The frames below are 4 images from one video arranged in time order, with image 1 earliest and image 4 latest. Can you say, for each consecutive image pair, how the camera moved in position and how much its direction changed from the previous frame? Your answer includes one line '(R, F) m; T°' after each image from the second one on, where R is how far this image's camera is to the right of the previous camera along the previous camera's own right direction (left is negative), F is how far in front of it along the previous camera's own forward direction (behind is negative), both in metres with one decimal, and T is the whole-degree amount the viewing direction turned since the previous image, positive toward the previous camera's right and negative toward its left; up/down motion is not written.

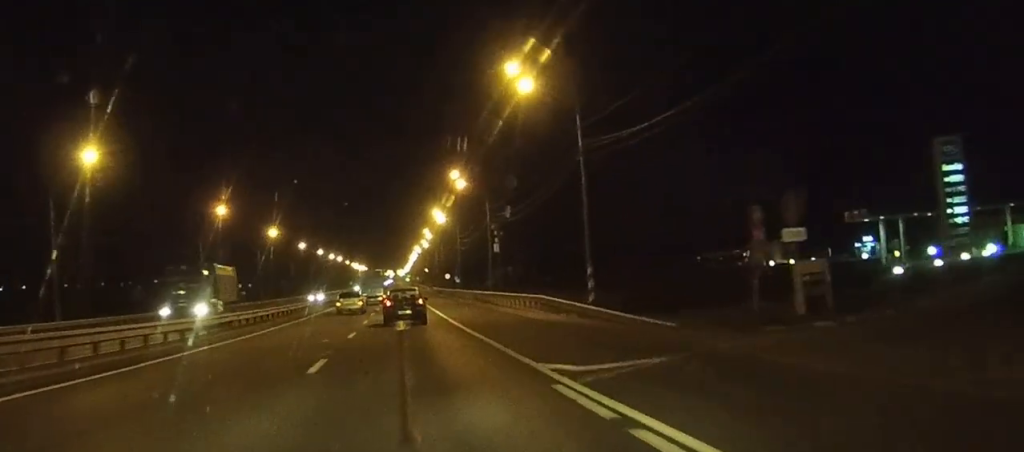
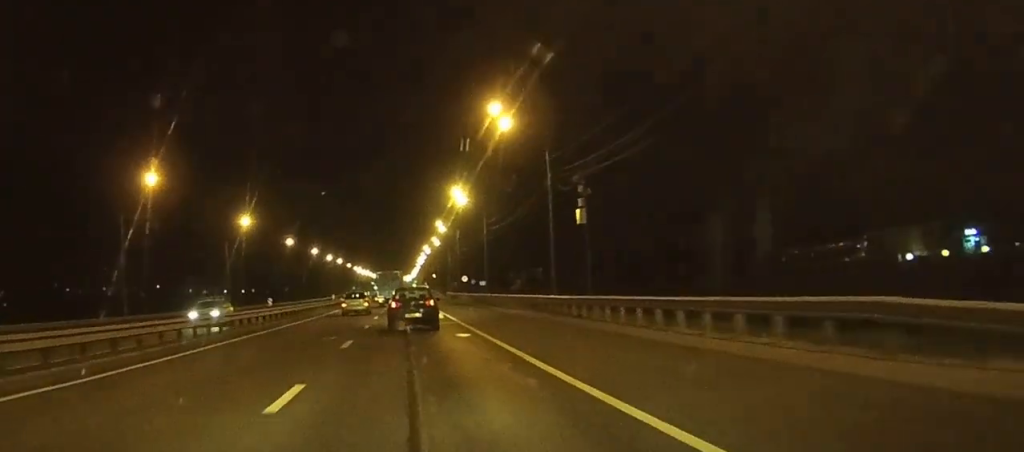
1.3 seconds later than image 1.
(-0.2, +28.9) m; -1°
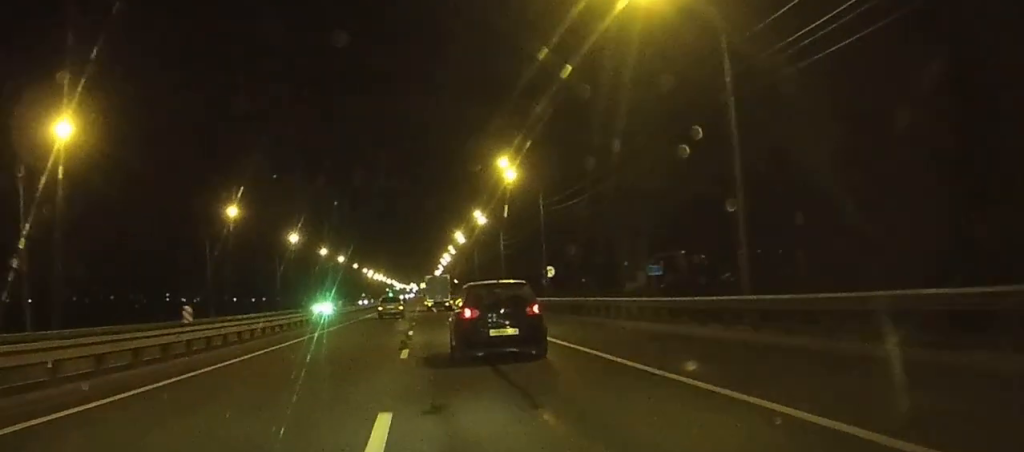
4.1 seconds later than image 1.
(-0.5, +62.8) m; -1°
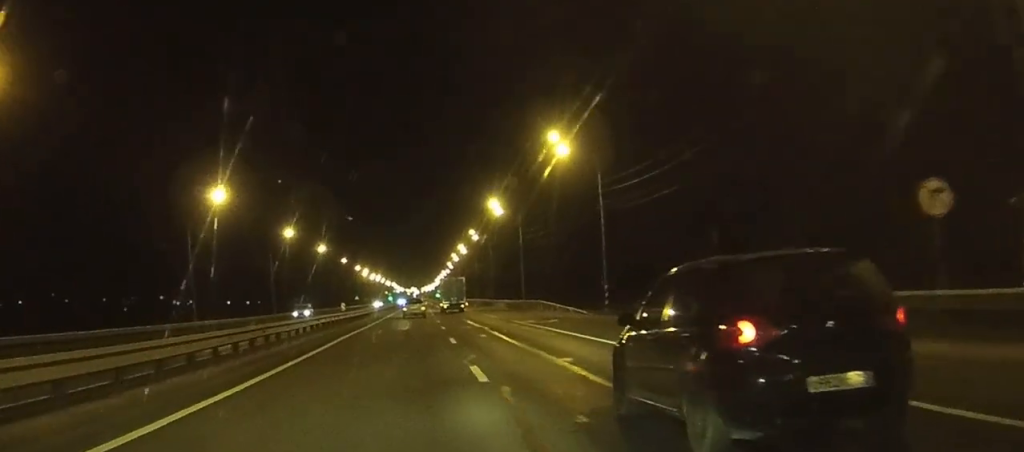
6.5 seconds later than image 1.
(0.0, +53.5) m; 0°
